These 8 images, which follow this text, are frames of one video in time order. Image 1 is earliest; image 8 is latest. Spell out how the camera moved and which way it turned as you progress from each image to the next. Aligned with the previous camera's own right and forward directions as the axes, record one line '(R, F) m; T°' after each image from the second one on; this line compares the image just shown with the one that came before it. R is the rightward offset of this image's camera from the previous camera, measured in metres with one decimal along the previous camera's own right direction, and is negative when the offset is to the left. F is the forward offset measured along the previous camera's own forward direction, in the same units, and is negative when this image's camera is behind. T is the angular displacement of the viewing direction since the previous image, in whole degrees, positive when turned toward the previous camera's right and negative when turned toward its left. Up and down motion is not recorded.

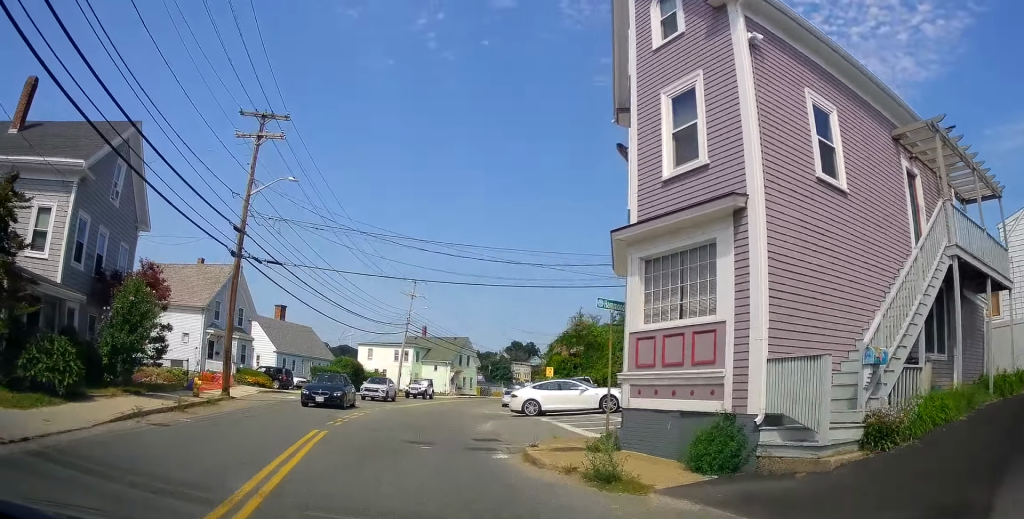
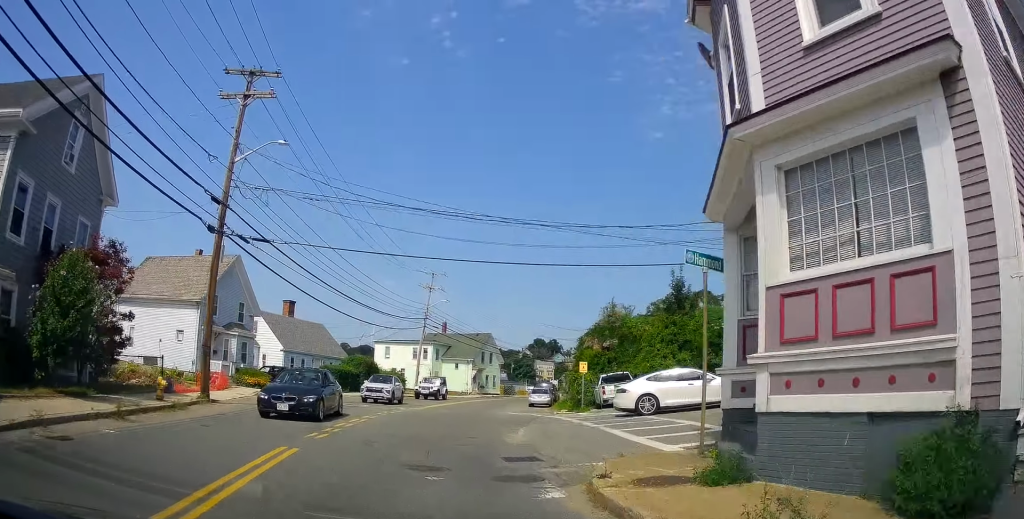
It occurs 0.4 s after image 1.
(-0.1, +4.5) m; -1°
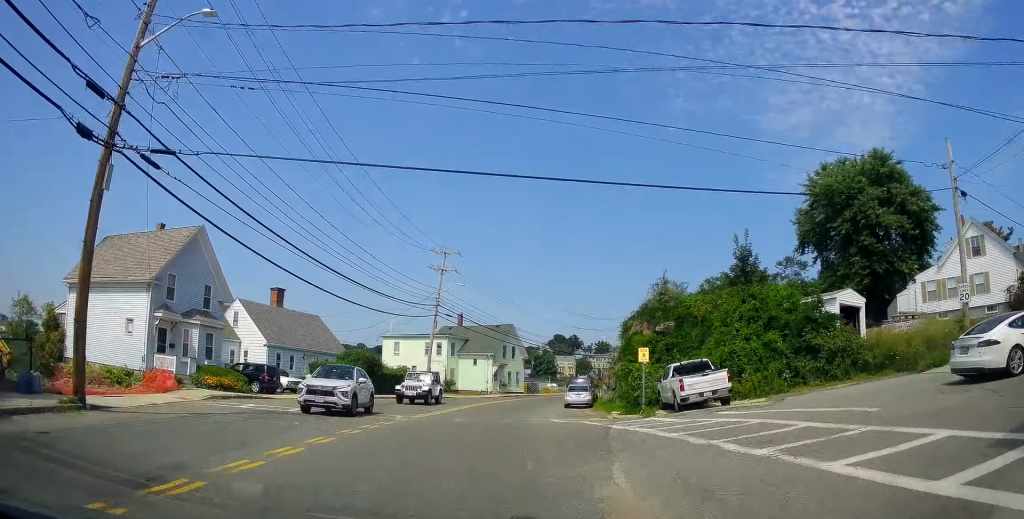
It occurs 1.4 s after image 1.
(-0.1, +9.3) m; -1°
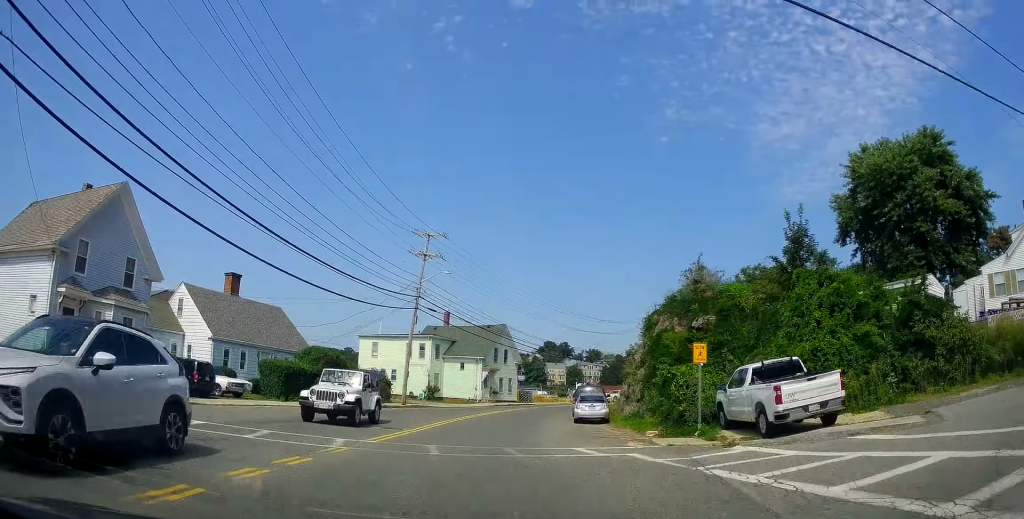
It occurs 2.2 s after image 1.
(-0.1, +8.3) m; +1°
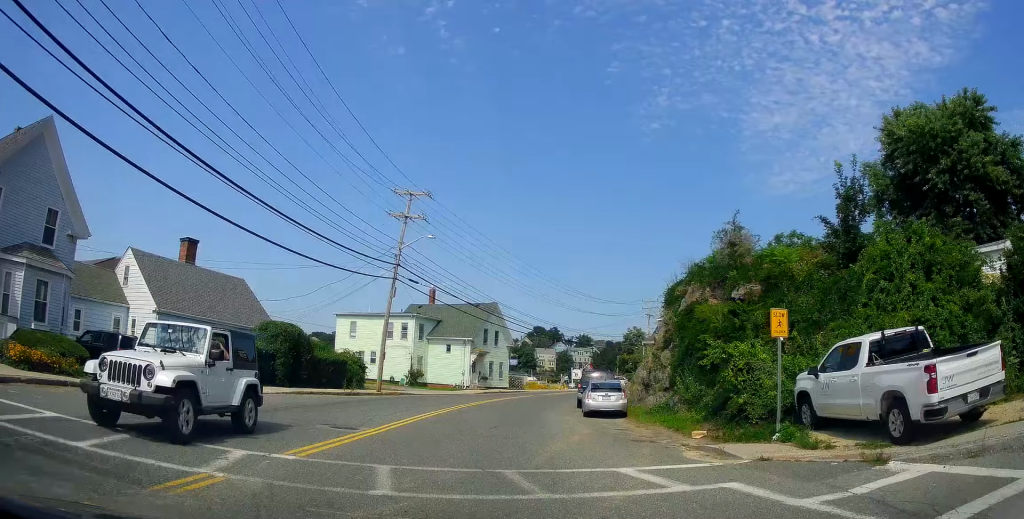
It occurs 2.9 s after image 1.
(0.0, +5.9) m; +1°
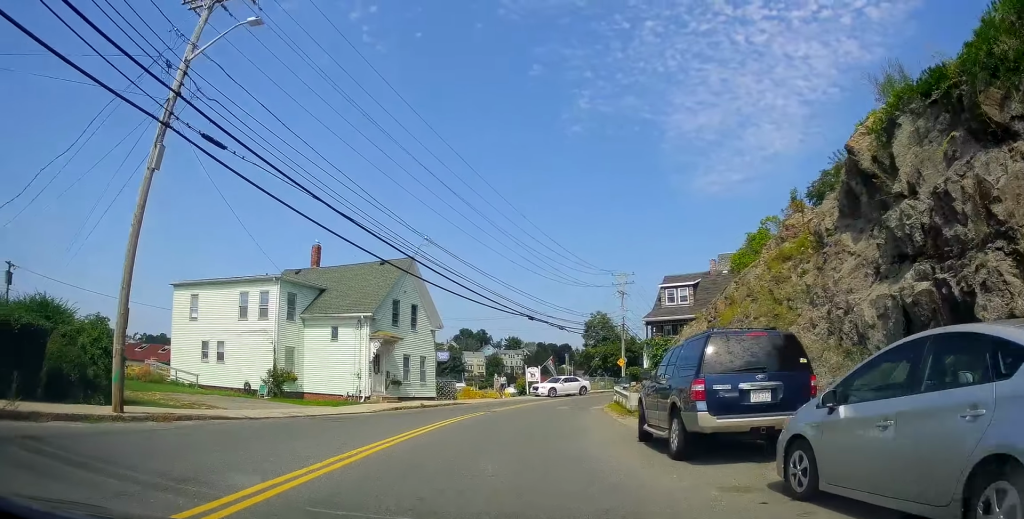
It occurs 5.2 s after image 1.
(+1.2, +21.3) m; +8°
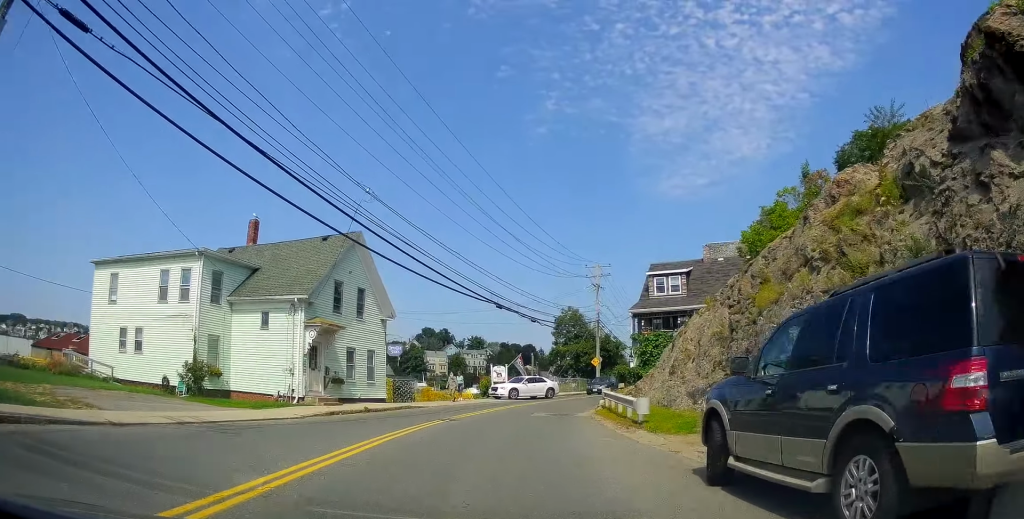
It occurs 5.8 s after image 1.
(+0.1, +5.3) m; +3°
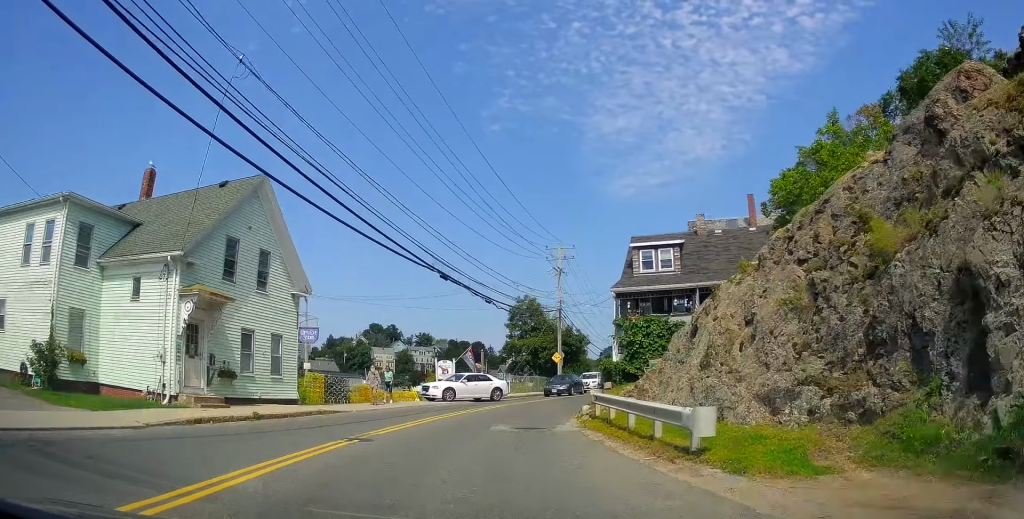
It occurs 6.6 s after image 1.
(+0.2, +6.8) m; +4°
